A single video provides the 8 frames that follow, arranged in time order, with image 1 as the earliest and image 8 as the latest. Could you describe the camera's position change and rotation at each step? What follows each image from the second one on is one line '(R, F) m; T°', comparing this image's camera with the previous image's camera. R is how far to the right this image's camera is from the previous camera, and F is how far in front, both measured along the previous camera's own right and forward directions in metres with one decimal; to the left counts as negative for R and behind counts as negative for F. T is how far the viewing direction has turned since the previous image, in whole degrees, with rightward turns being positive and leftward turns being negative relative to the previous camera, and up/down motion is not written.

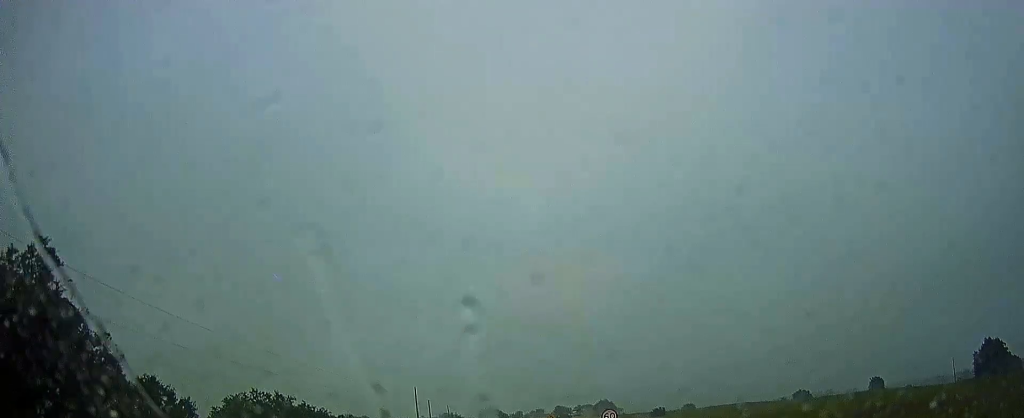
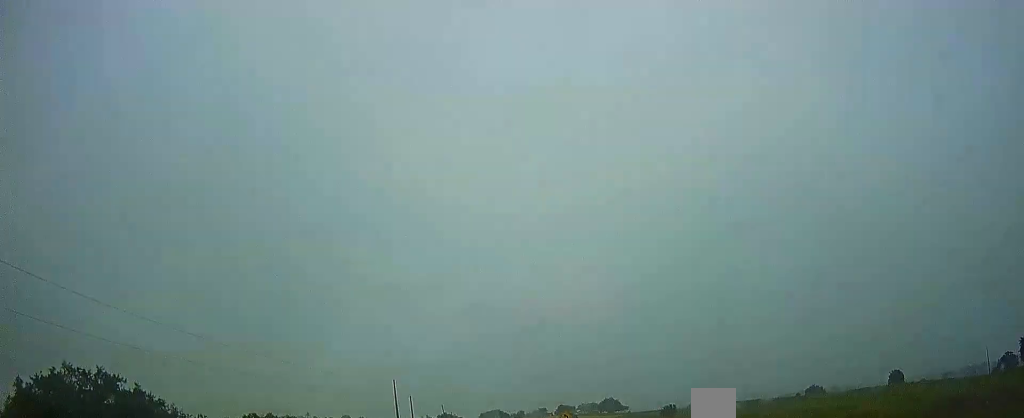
(0.0, +17.9) m; 0°
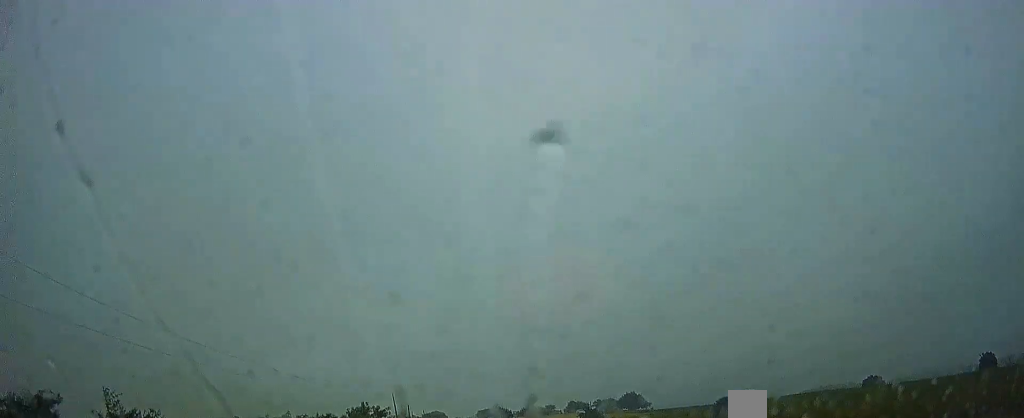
(-0.2, +71.5) m; +1°
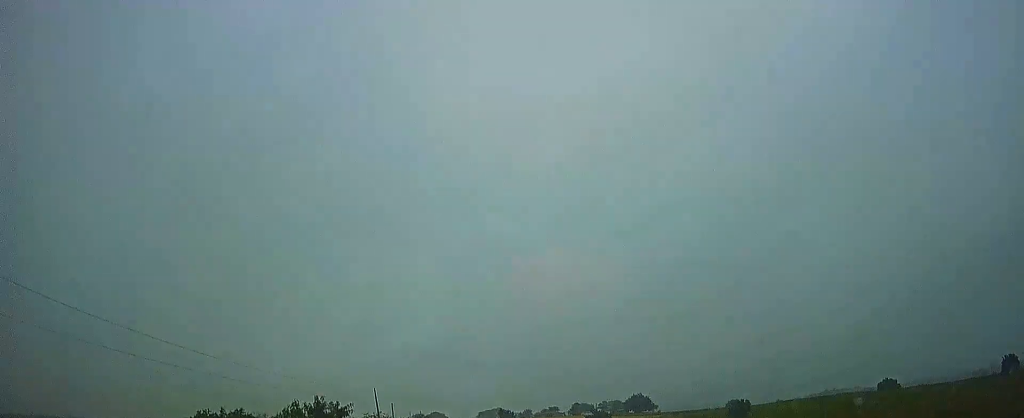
(+0.2, +13.9) m; +1°
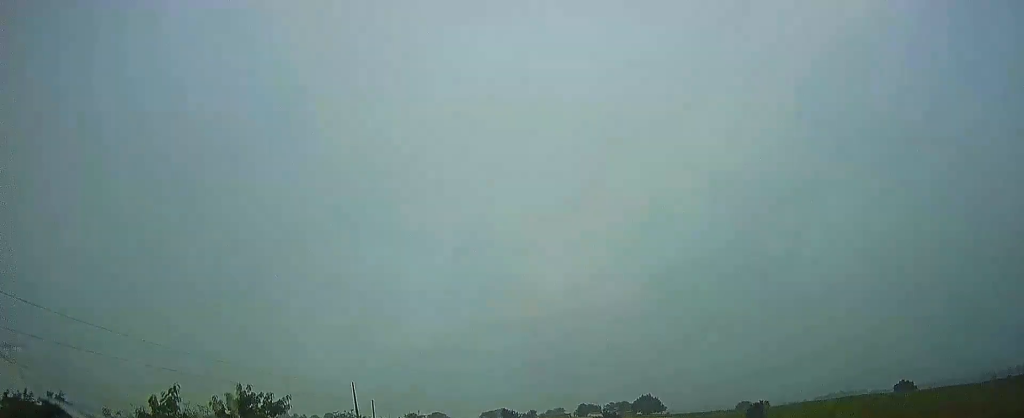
(0.0, +12.9) m; 0°
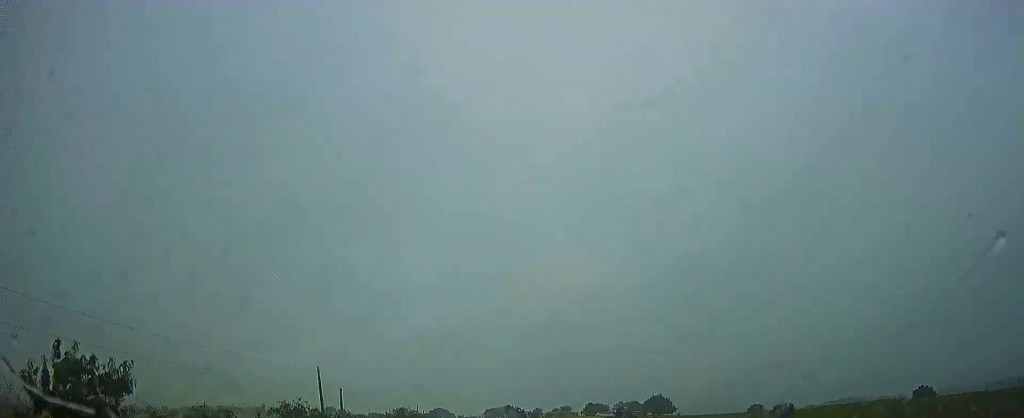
(+0.1, +13.9) m; -1°
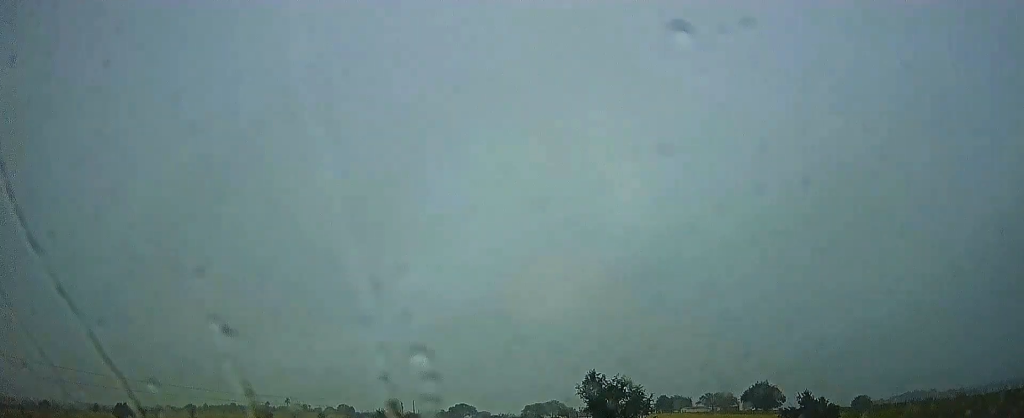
(-3.1, +93.7) m; -3°
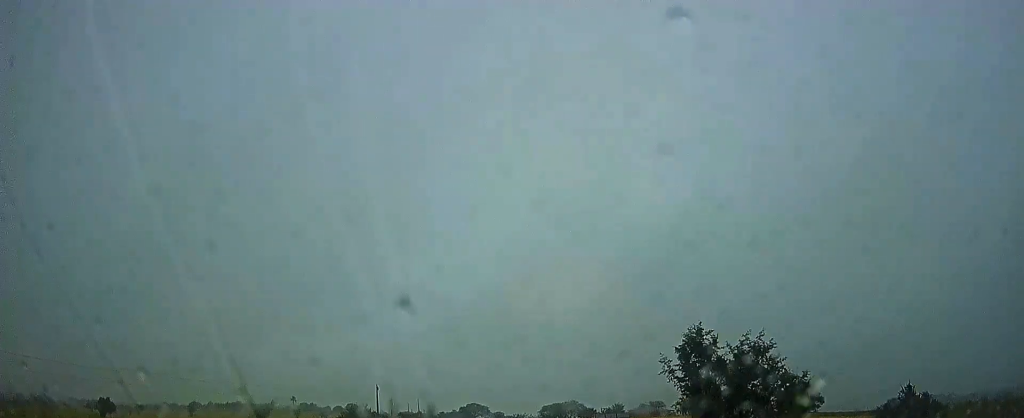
(-0.2, +20.5) m; -1°
